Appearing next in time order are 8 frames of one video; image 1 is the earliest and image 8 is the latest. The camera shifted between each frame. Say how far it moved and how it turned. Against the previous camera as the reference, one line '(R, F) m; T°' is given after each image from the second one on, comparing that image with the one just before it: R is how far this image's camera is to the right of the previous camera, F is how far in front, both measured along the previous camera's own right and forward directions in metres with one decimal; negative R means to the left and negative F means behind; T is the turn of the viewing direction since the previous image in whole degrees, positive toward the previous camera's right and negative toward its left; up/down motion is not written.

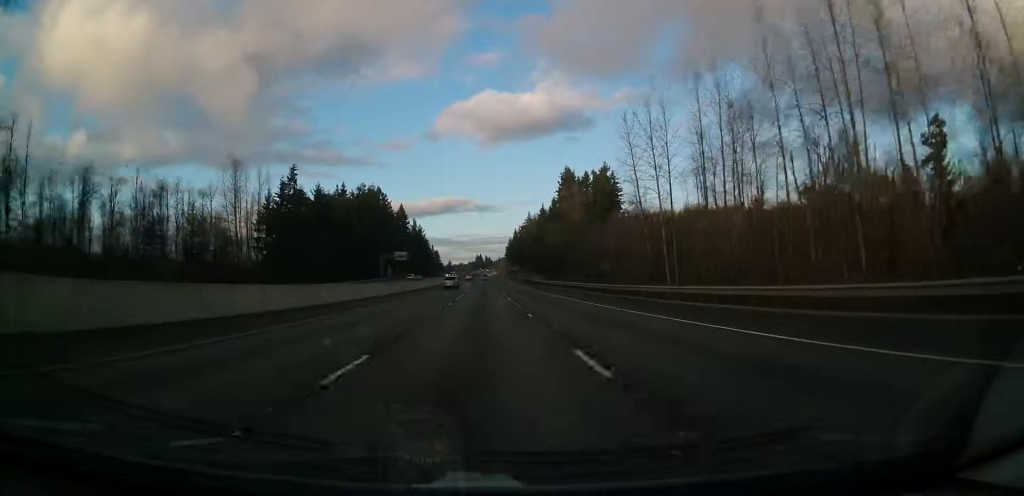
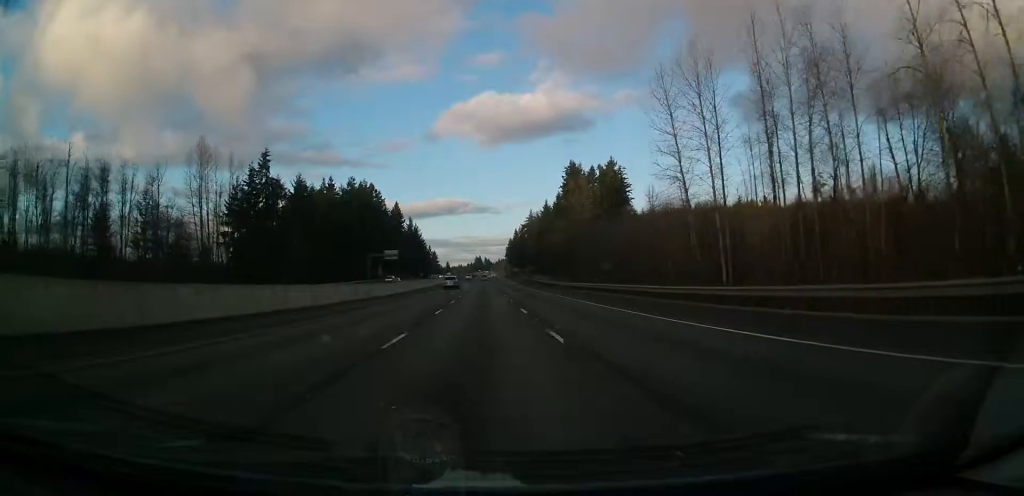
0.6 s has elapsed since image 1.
(0.0, +19.4) m; 0°
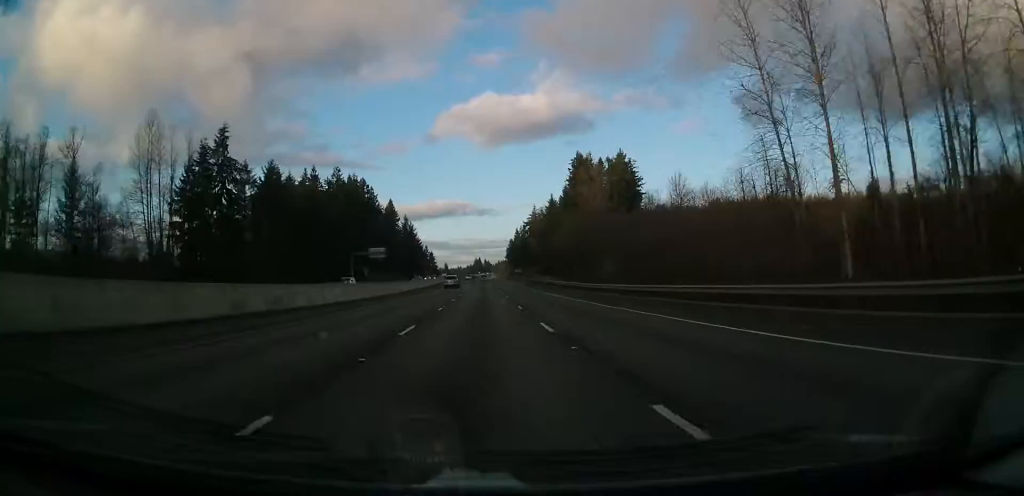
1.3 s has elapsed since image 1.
(+0.1, +22.5) m; 0°
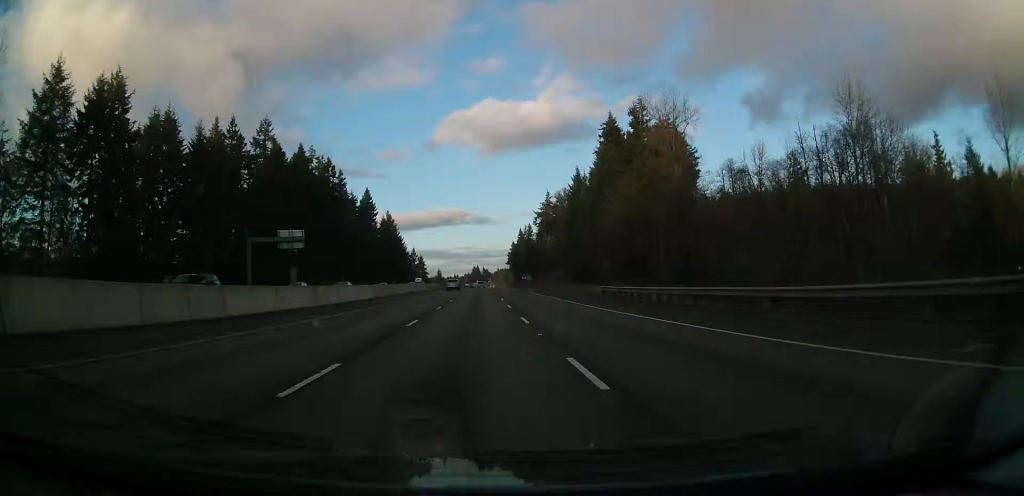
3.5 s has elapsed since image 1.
(+0.1, +69.4) m; +1°
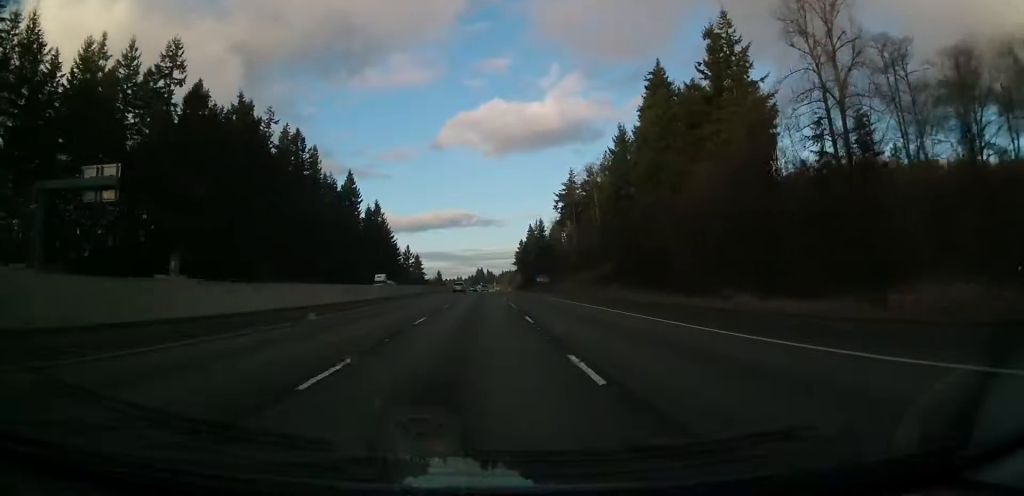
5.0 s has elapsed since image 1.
(+0.1, +48.7) m; 0°
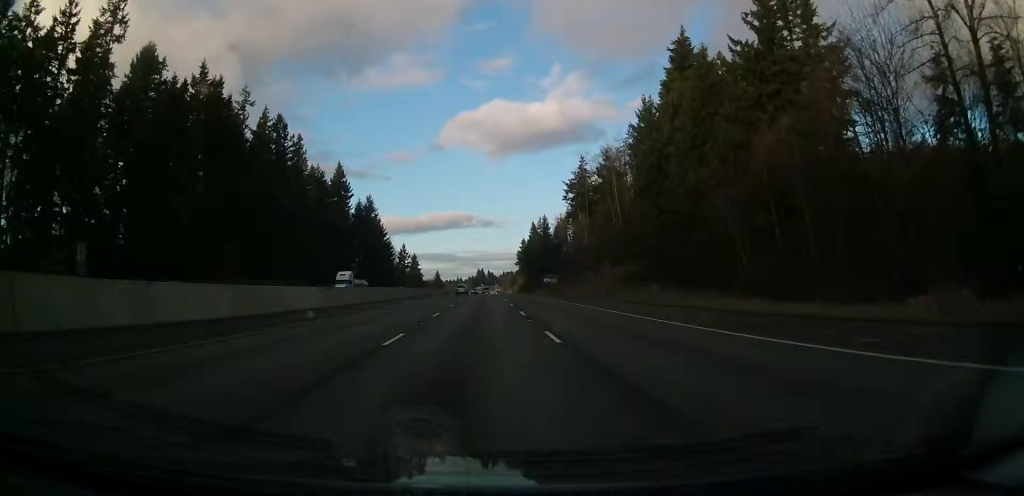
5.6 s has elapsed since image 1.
(-0.1, +18.9) m; 0°
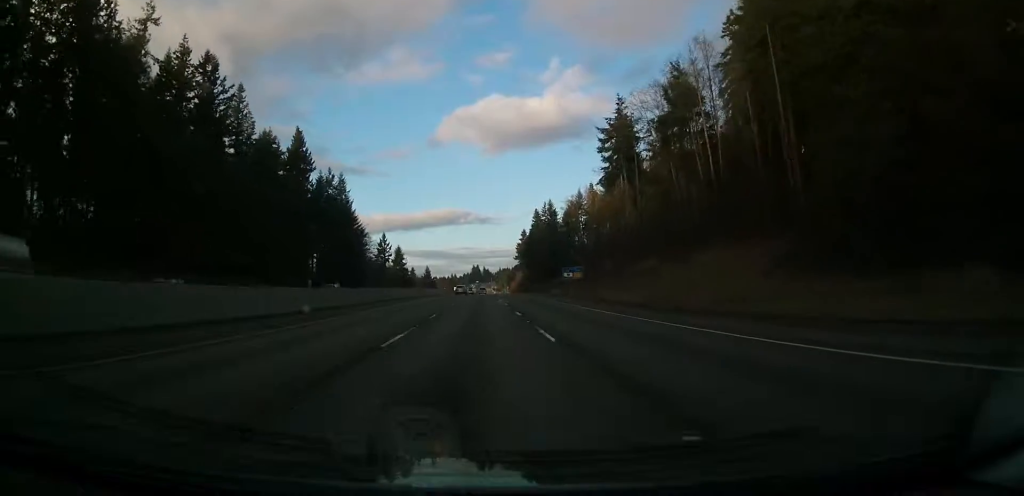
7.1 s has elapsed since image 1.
(0.0, +47.8) m; 0°
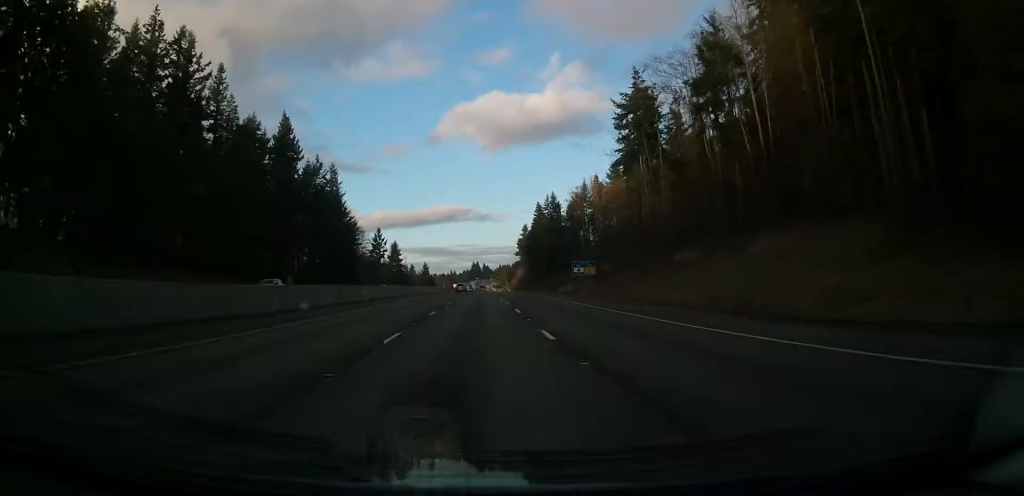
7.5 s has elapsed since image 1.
(0.0, +12.5) m; 0°
